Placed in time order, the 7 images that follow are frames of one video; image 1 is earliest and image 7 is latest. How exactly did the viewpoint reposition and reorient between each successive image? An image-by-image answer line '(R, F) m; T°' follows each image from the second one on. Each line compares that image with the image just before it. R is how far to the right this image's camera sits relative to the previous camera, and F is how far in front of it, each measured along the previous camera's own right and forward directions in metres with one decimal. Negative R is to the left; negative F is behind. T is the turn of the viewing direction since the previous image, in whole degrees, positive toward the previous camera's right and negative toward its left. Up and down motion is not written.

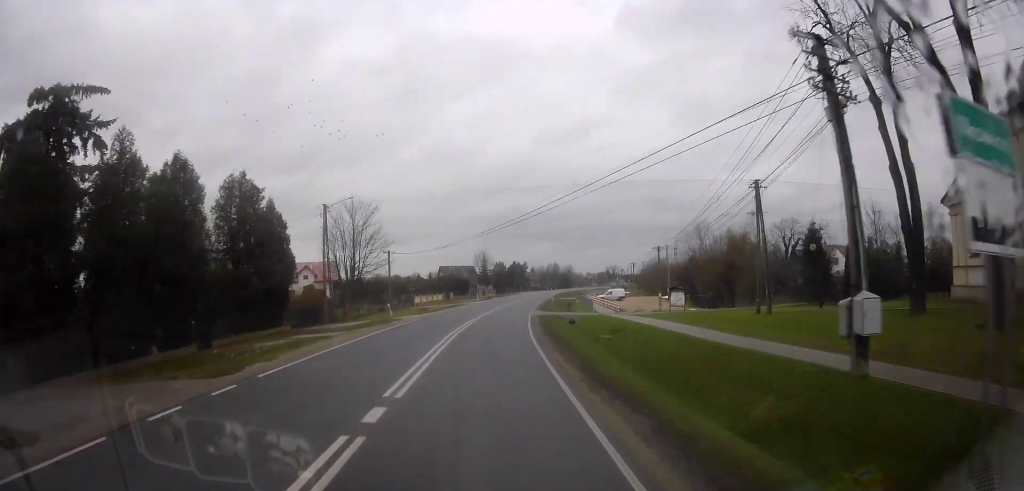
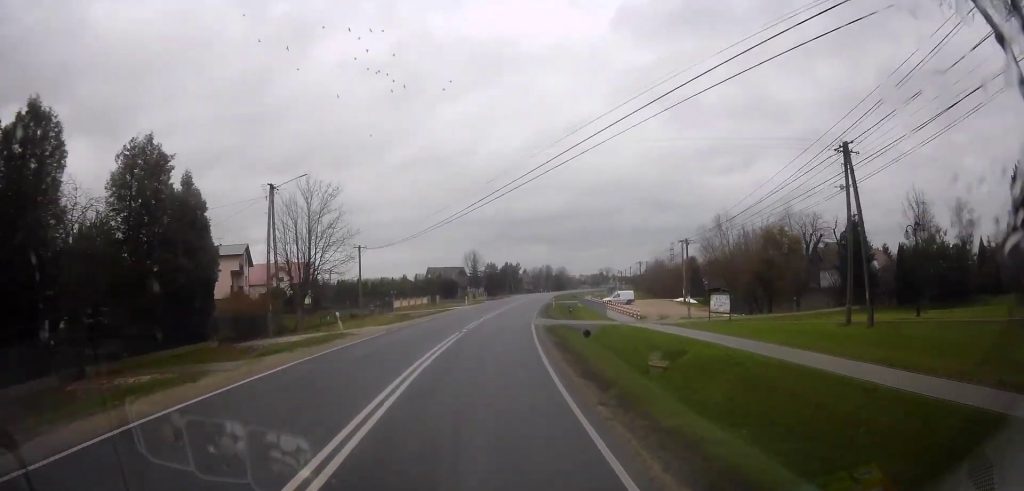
(0.0, +8.4) m; +1°
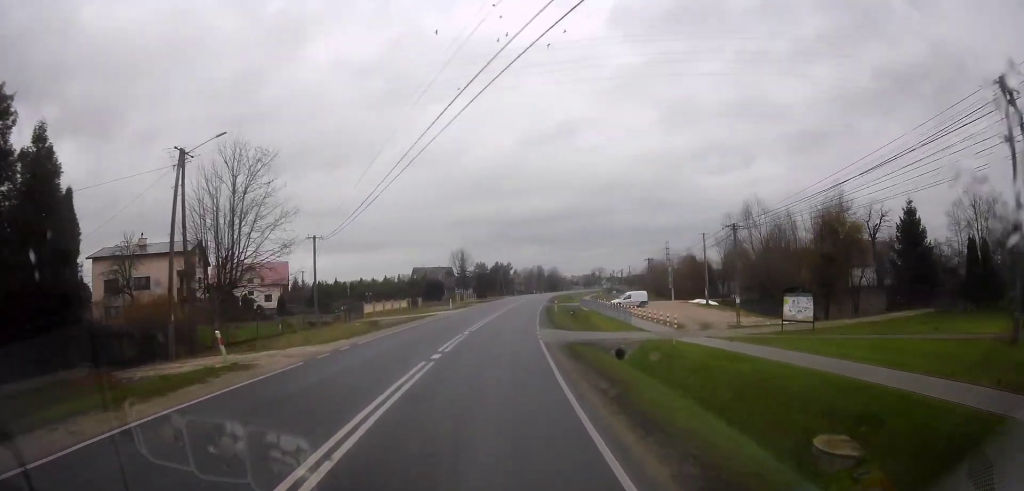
(-0.1, +9.6) m; +2°
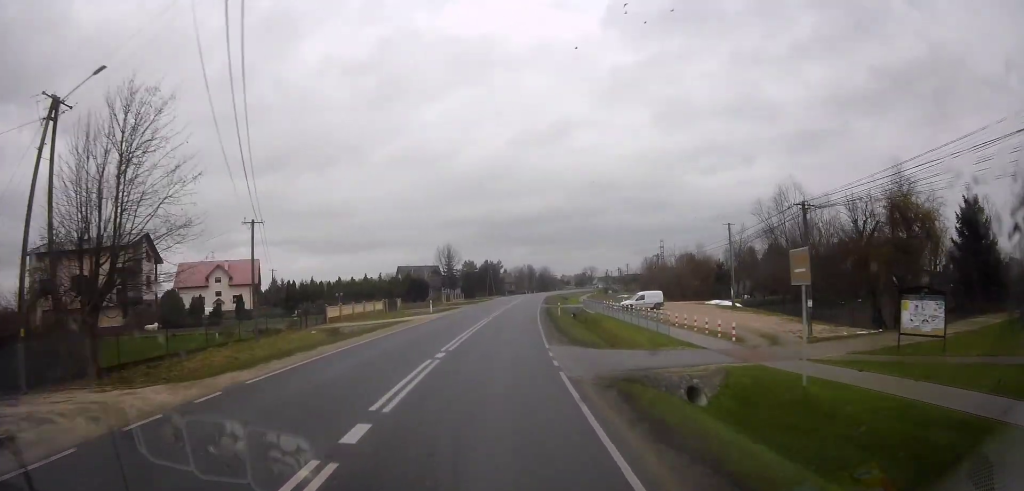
(+0.1, +8.3) m; +2°
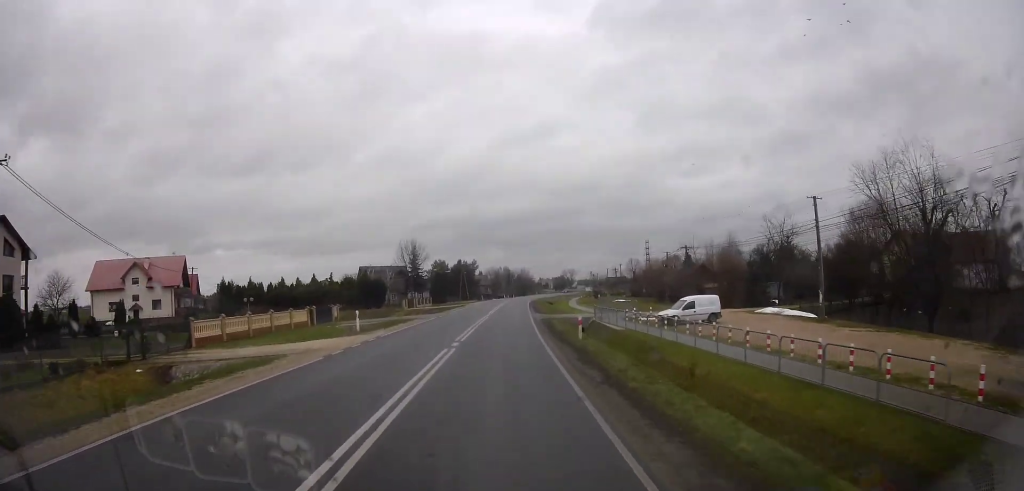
(+0.8, +16.7) m; +3°
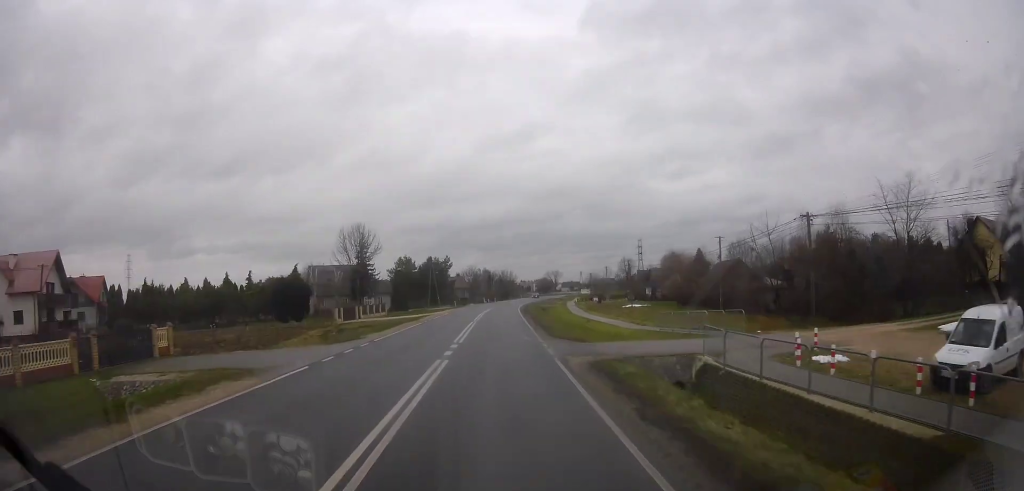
(0.0, +23.6) m; +2°
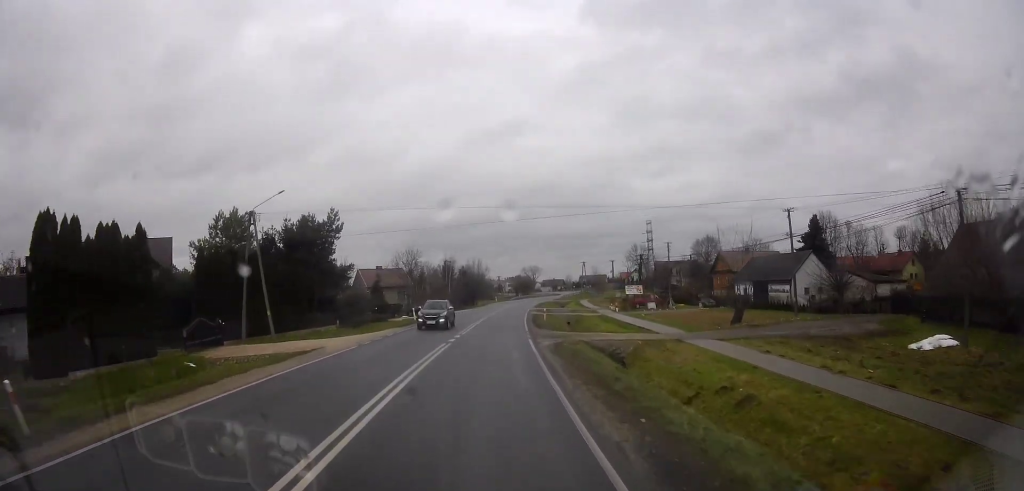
(+2.6, +61.0) m; +8°
